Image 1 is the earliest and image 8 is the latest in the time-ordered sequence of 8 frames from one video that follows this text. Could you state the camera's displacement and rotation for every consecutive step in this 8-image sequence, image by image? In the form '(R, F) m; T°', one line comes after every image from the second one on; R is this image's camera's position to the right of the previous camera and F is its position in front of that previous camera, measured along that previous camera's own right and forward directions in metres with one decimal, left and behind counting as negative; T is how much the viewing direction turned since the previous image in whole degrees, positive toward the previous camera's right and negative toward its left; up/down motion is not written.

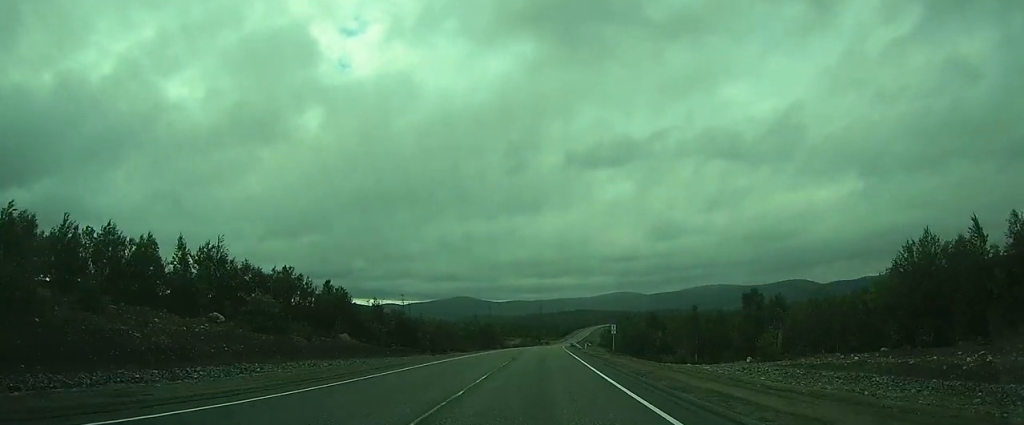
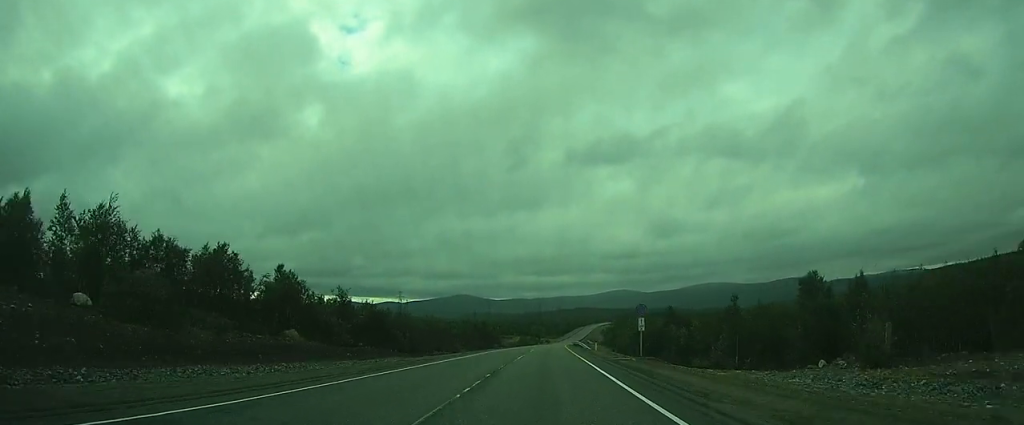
(0.0, +11.9) m; 0°
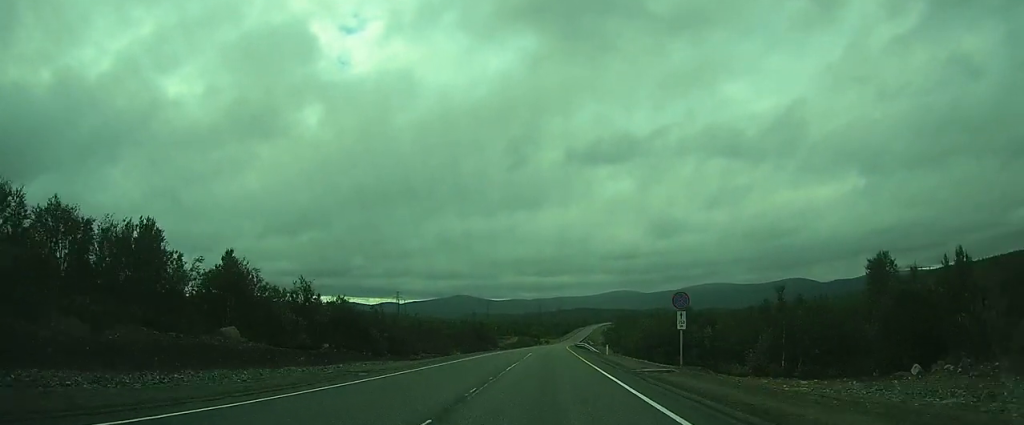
(0.0, +8.9) m; 0°
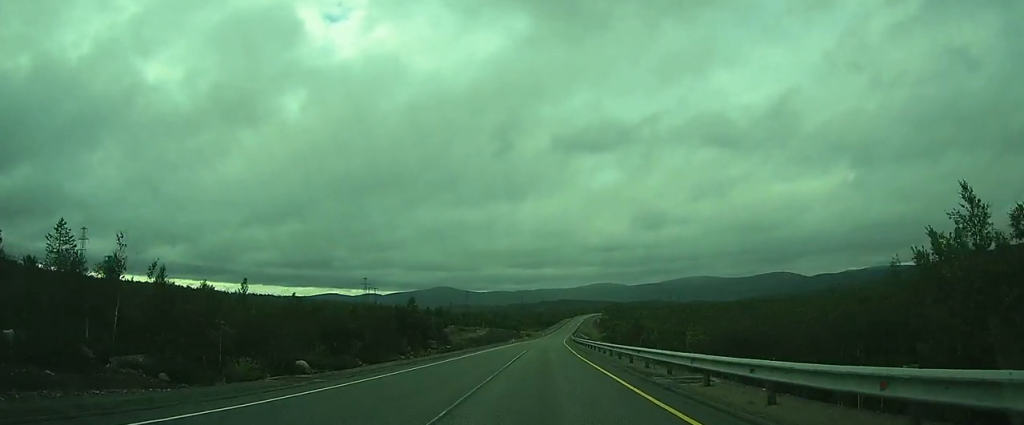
(+0.7, +60.7) m; +1°
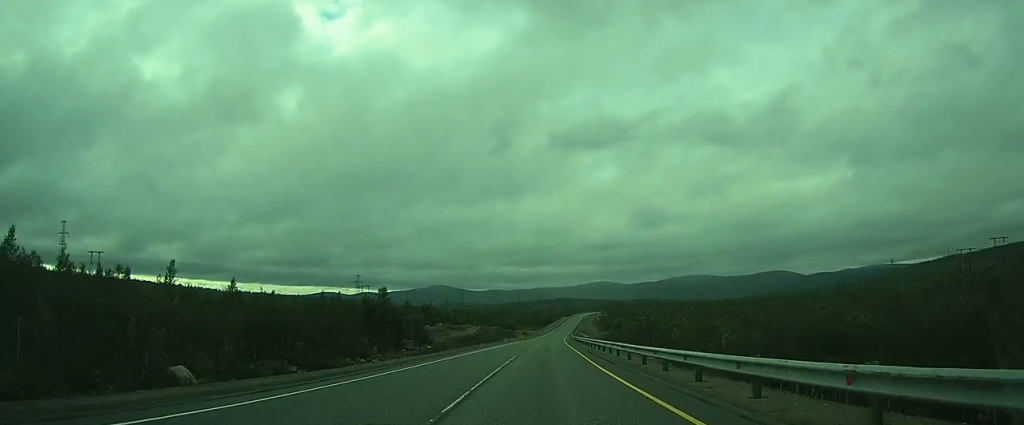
(0.0, +14.3) m; 0°
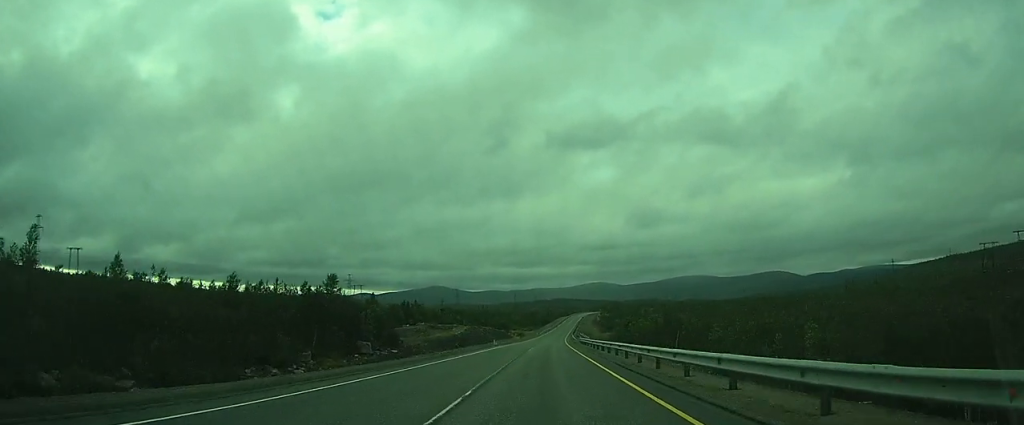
(+0.2, +17.4) m; +1°
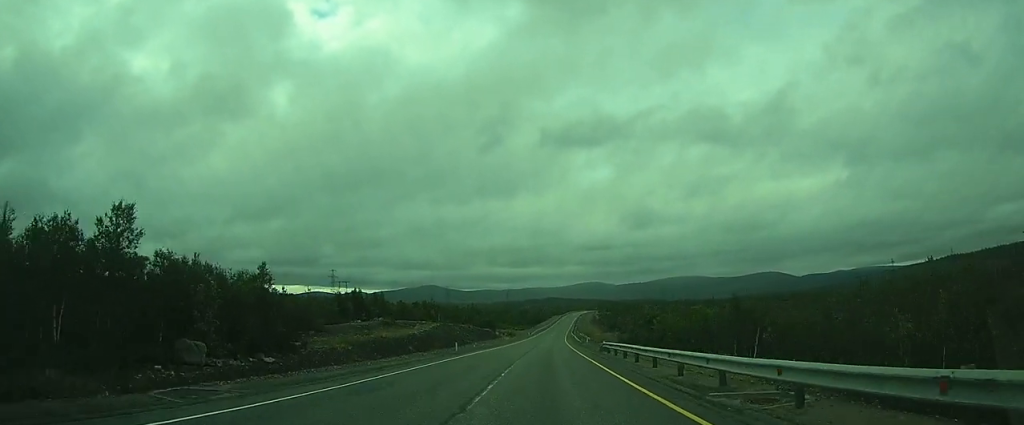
(+0.1, +28.7) m; +1°
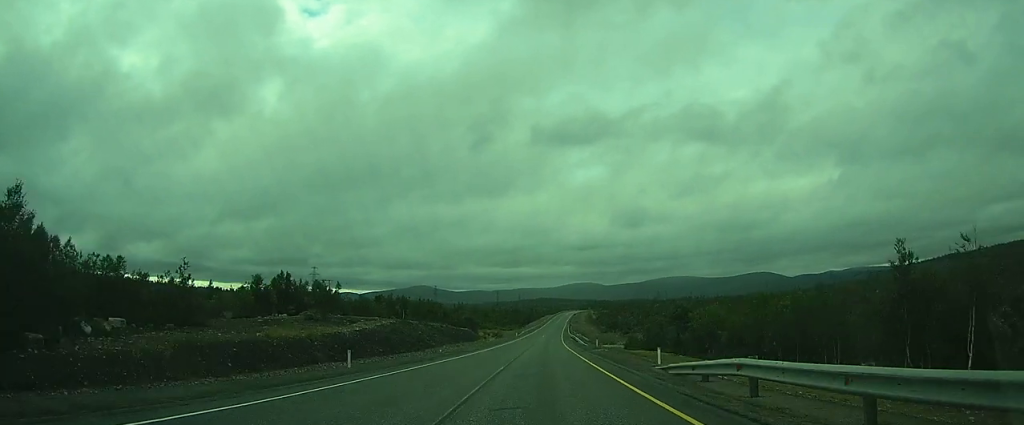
(+0.2, +24.1) m; +1°
